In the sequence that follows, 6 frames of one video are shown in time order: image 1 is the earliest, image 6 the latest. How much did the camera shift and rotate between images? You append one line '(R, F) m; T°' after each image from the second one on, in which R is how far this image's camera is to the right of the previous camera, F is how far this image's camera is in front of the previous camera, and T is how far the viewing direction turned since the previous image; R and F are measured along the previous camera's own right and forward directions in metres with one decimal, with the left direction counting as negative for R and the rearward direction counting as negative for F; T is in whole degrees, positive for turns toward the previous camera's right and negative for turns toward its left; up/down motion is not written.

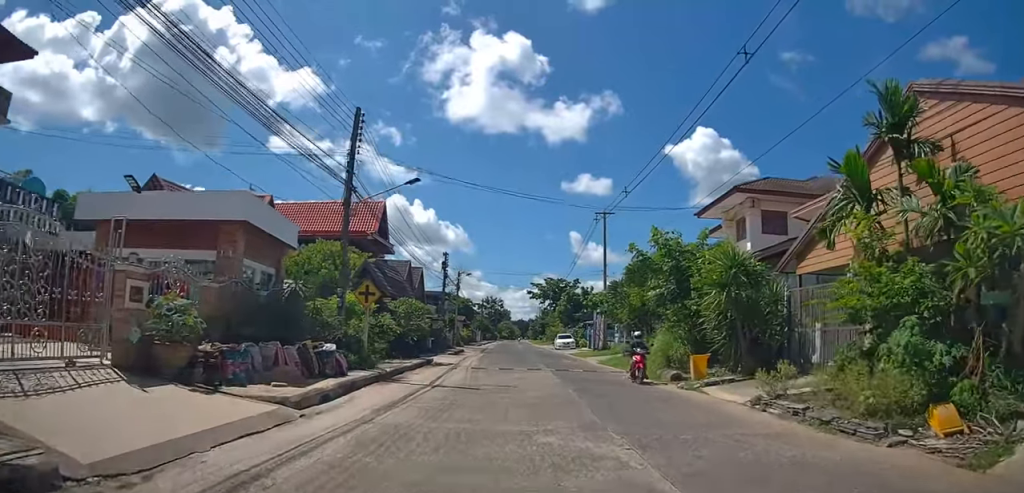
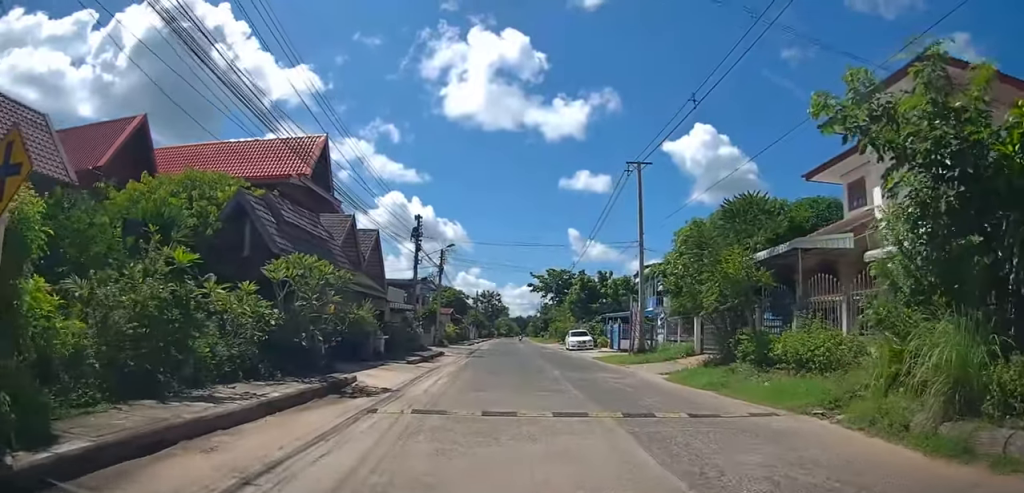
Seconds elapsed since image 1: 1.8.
(-0.3, +13.8) m; -2°
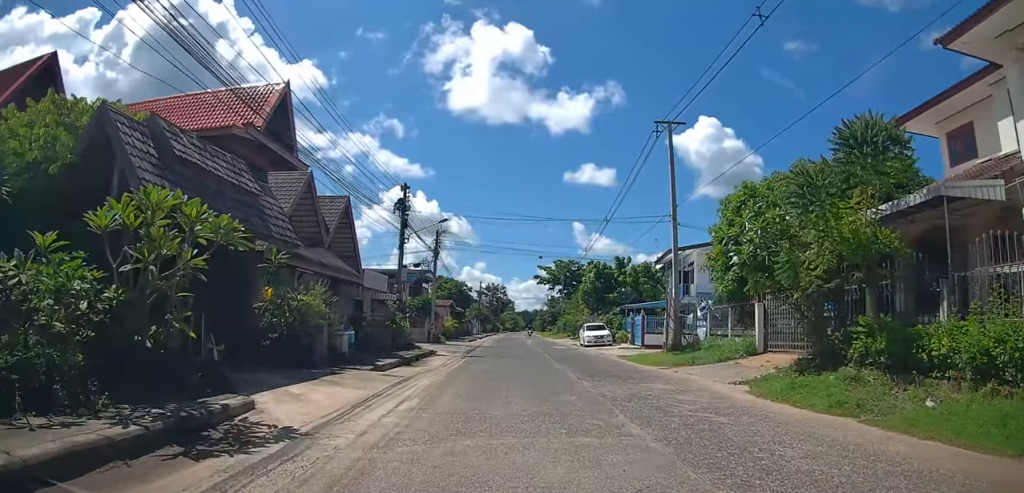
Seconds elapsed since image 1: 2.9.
(0.0, +6.9) m; 0°
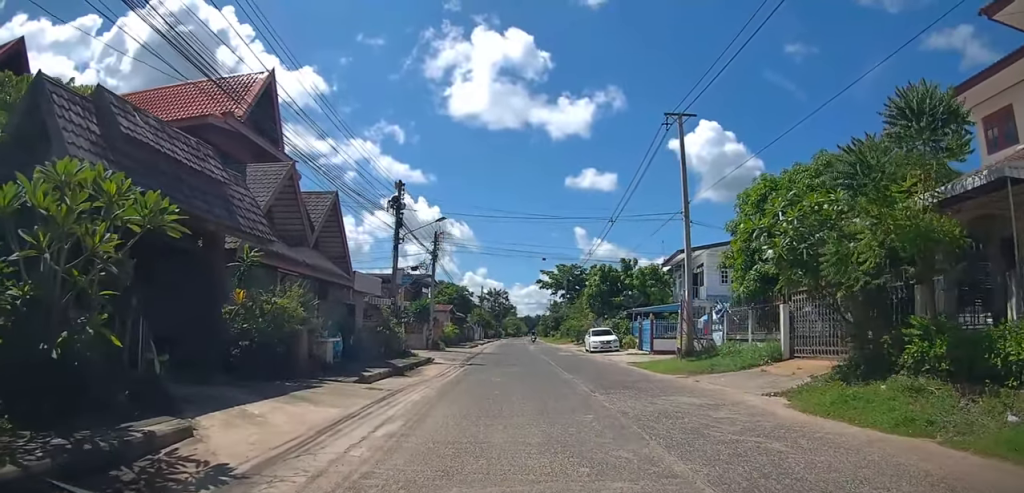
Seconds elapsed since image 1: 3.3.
(0.0, +2.4) m; 0°
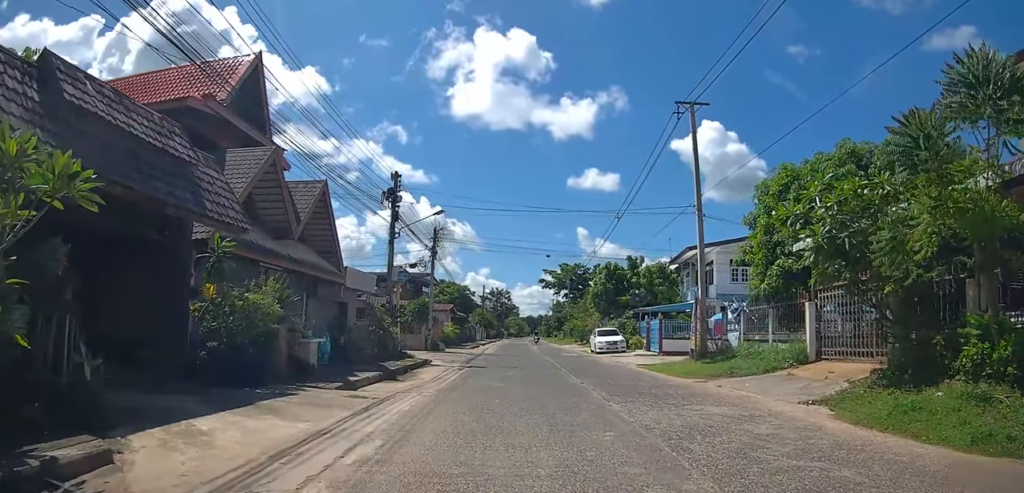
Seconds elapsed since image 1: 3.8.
(0.0, +2.3) m; 0°
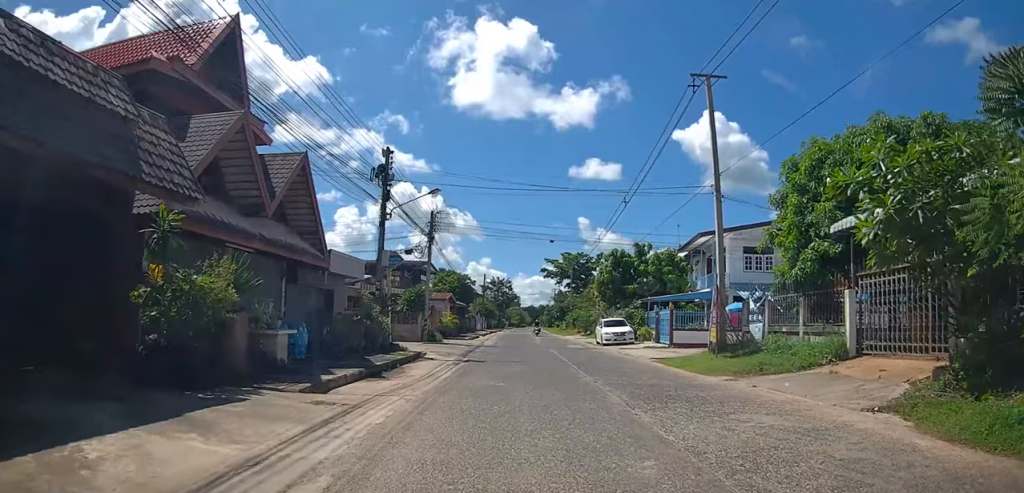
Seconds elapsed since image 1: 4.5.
(0.0, +2.6) m; 0°
